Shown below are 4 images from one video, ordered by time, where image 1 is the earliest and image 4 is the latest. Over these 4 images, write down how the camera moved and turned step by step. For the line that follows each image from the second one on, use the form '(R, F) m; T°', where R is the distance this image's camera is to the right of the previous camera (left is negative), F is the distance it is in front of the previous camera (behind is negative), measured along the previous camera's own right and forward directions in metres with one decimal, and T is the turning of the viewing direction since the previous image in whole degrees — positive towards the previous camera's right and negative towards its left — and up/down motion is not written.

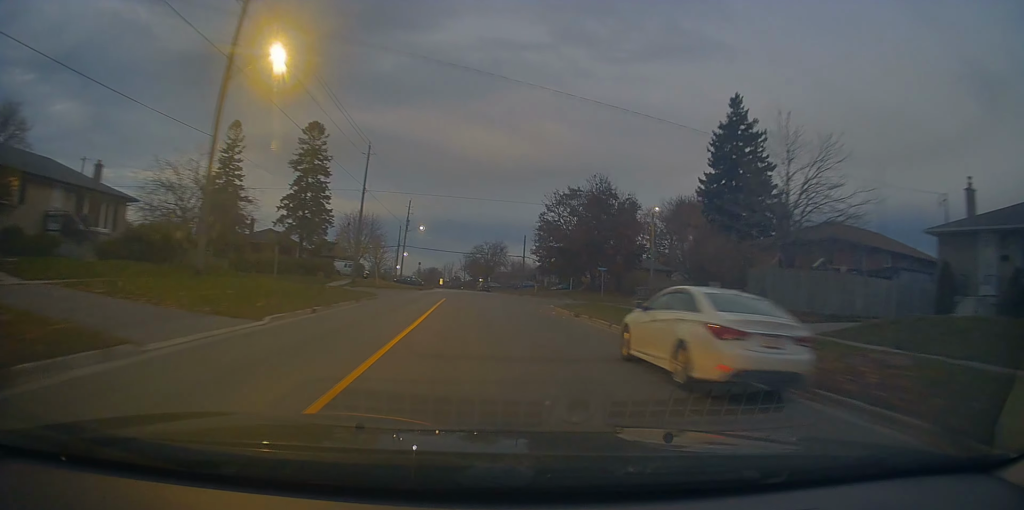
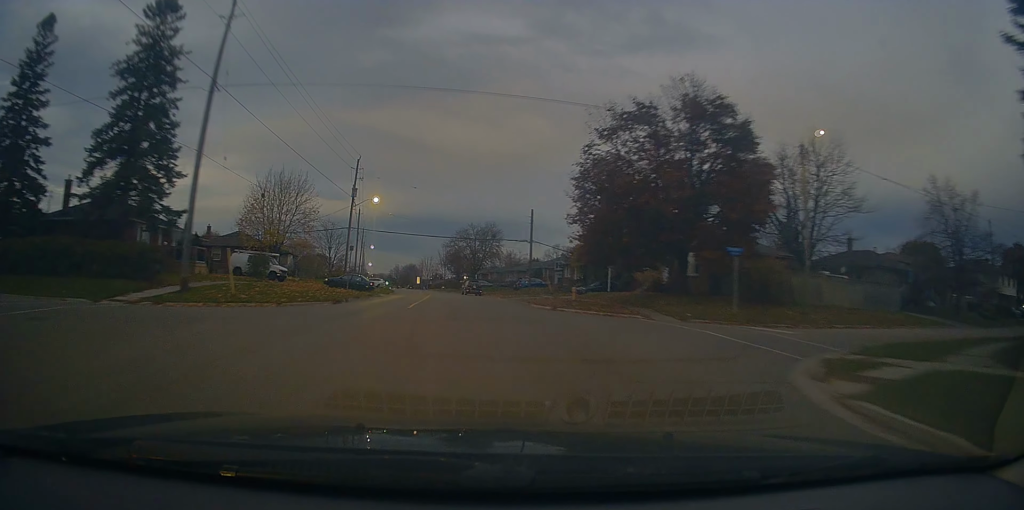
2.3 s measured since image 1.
(0.0, +30.9) m; 0°
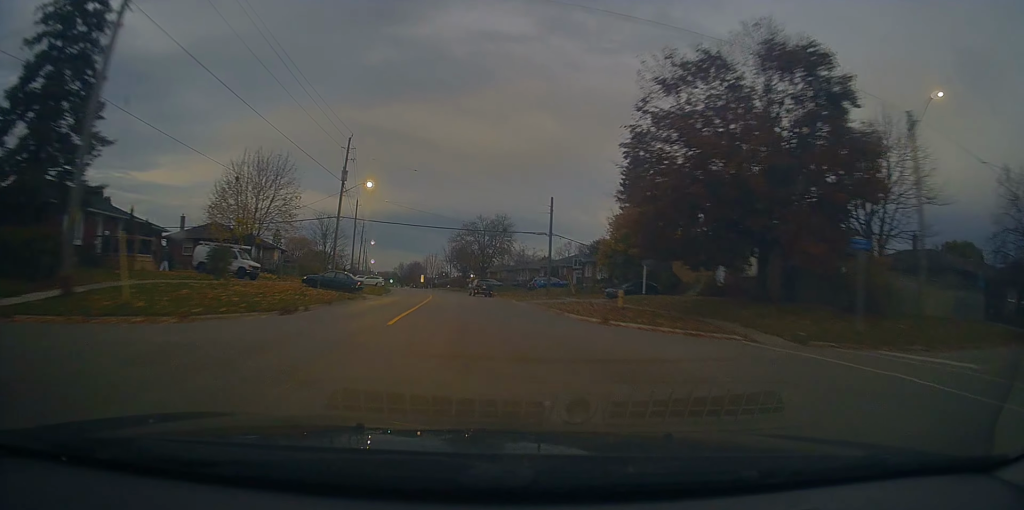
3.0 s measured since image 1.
(+0.2, +8.6) m; +1°
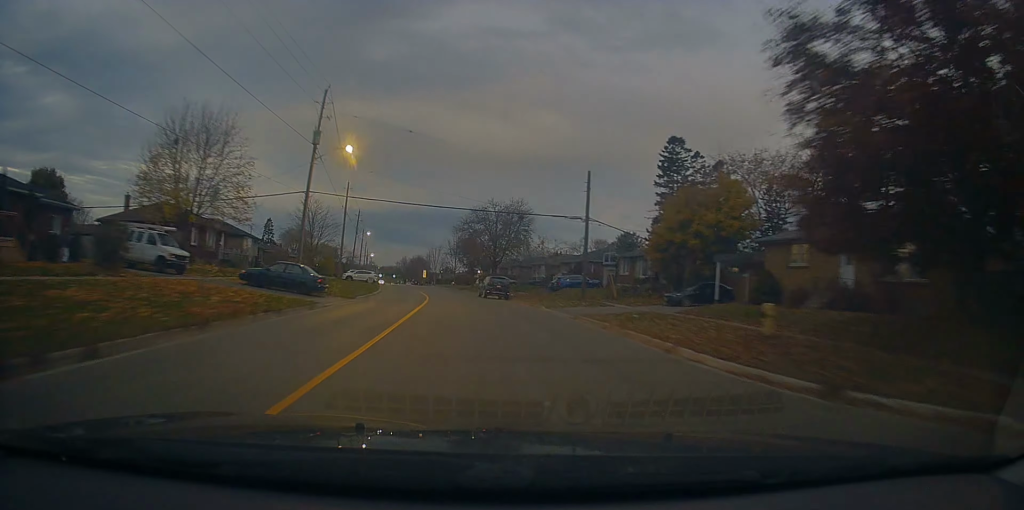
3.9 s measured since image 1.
(+0.4, +12.6) m; 0°
